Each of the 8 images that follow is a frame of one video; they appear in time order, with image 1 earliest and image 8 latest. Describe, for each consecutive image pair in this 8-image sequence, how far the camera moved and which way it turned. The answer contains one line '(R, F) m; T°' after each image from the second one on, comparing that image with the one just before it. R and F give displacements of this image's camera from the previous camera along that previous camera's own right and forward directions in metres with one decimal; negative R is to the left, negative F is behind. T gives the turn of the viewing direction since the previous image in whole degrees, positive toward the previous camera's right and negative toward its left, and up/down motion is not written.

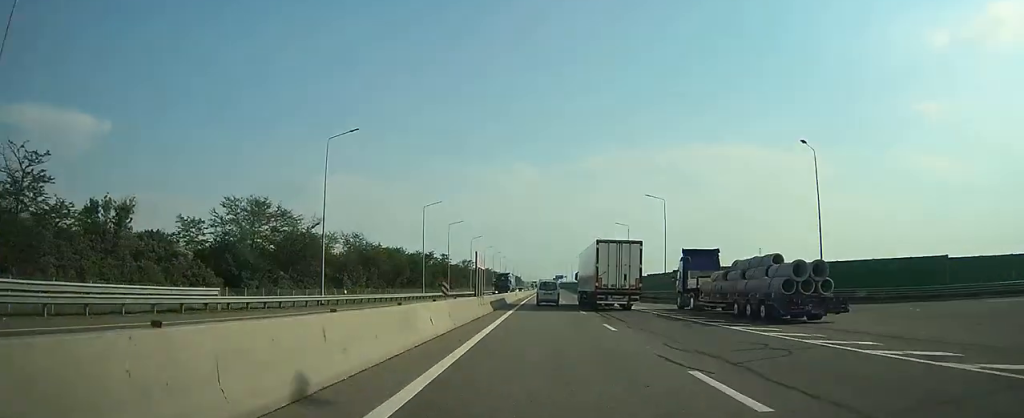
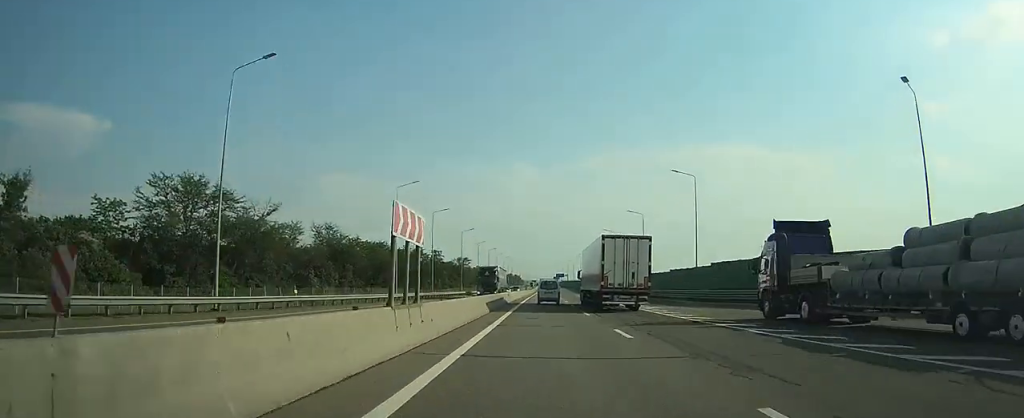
(0.0, +14.7) m; 0°
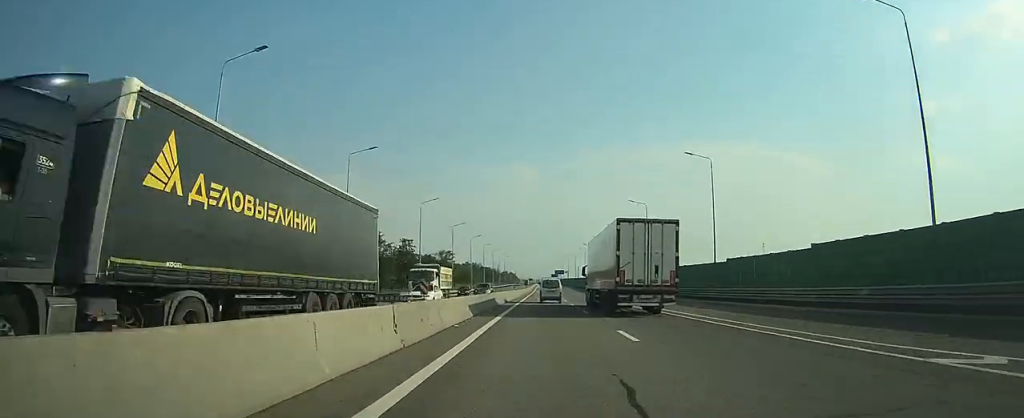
(0.0, +37.0) m; 0°
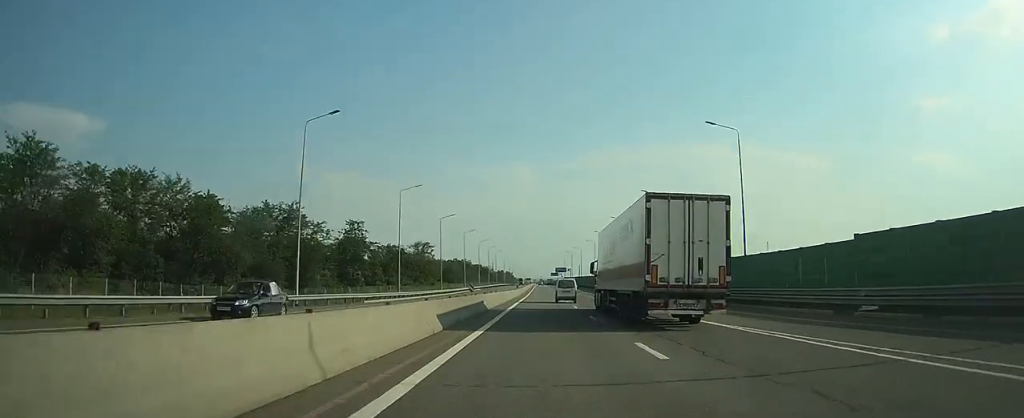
(0.0, +38.7) m; 0°
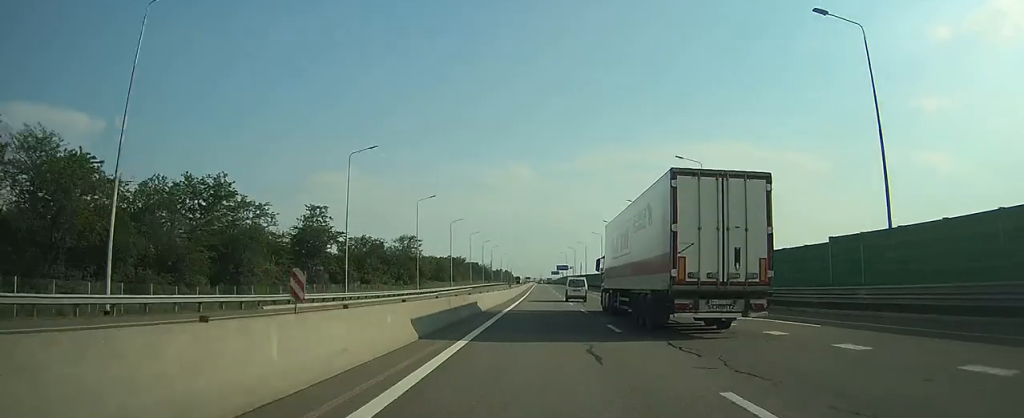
(0.0, +18.3) m; 0°
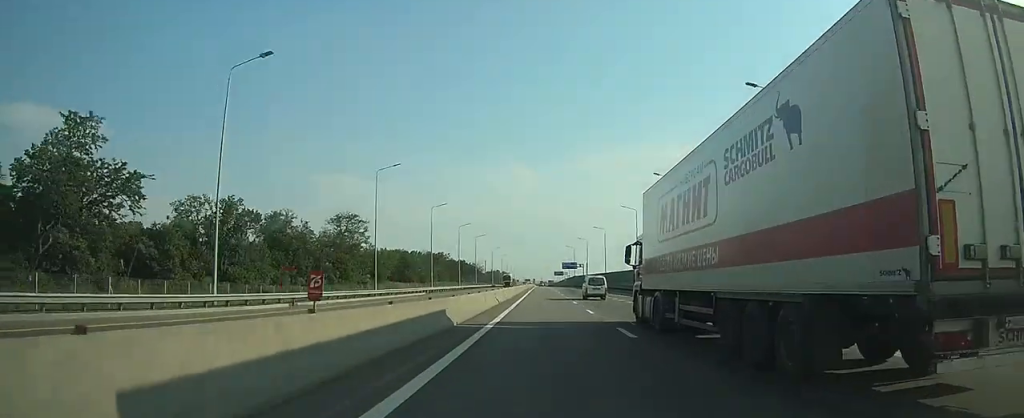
(+0.1, +49.2) m; 0°
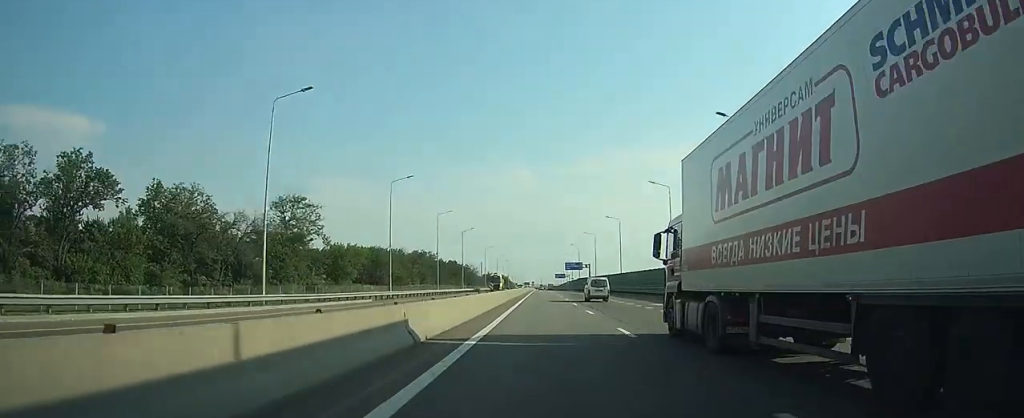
(+0.1, +23.5) m; 0°
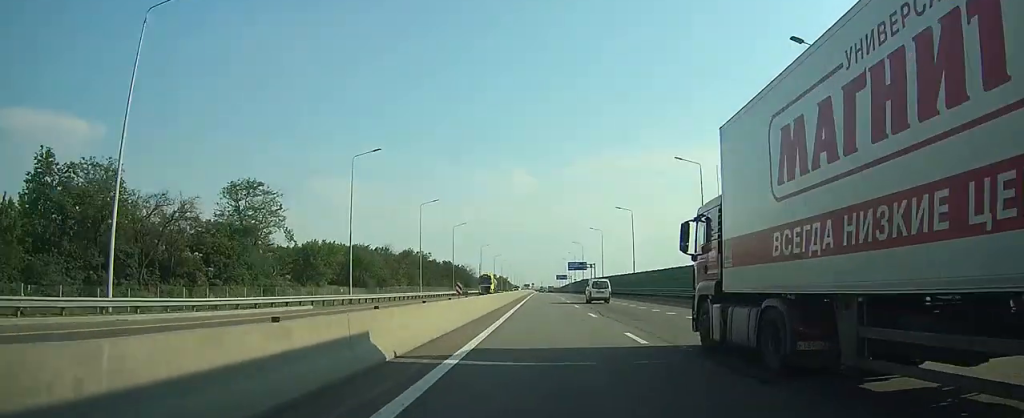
(0.0, +13.3) m; 0°
